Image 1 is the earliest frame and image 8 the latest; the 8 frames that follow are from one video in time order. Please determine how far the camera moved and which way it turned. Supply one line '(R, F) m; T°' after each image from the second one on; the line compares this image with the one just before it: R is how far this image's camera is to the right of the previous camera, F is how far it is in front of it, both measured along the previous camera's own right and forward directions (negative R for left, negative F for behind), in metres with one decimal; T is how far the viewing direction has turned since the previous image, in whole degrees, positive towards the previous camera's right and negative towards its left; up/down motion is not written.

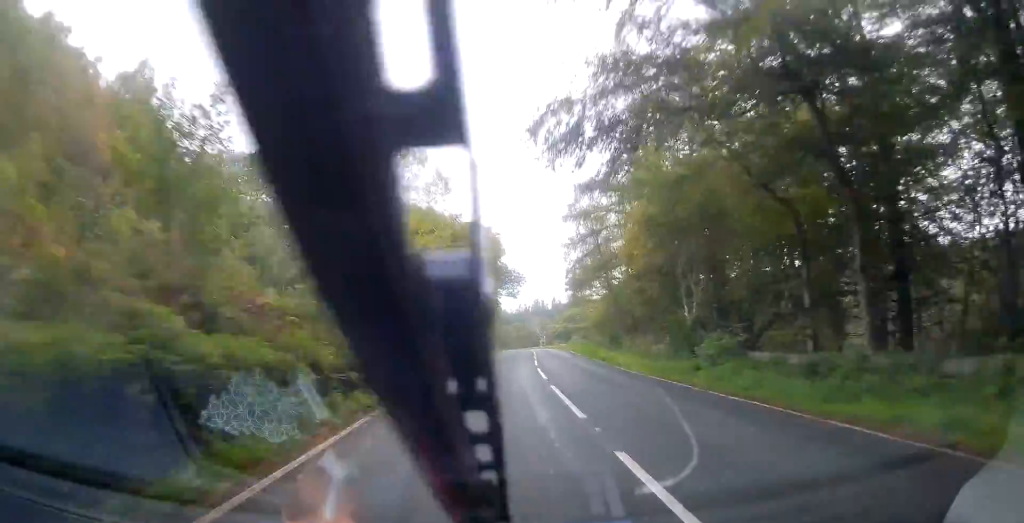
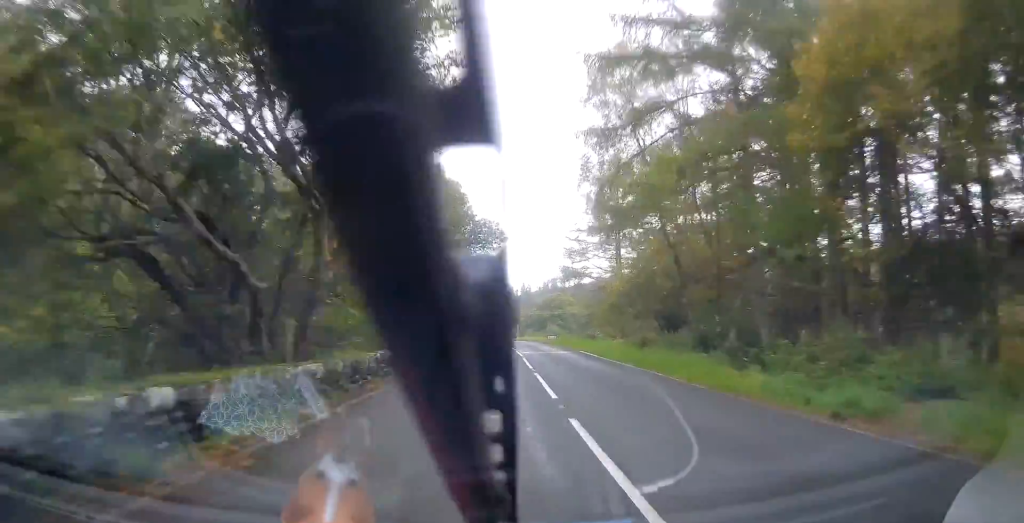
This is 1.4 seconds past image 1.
(+0.5, +25.0) m; +2°
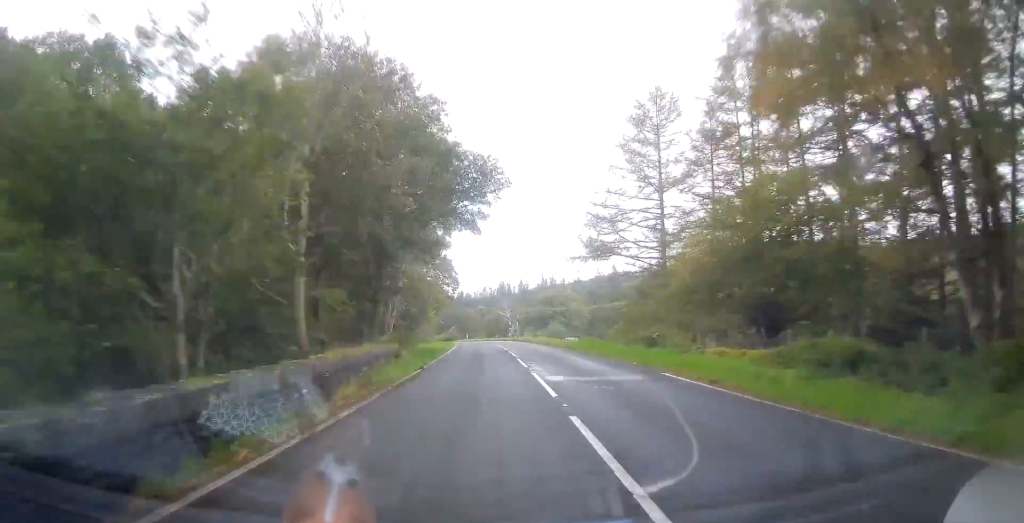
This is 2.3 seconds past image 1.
(+0.3, +18.0) m; 0°
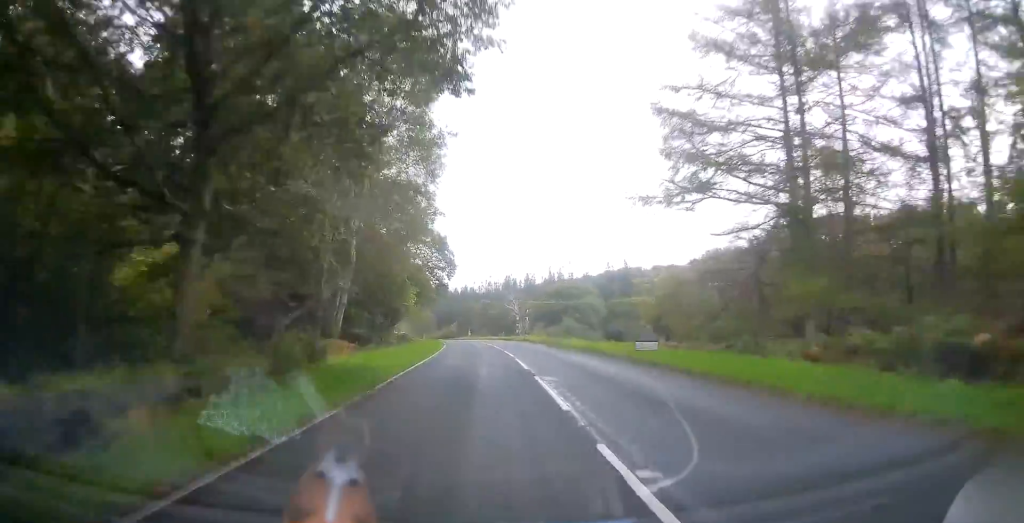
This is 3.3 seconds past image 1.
(-0.2, +20.6) m; -2°
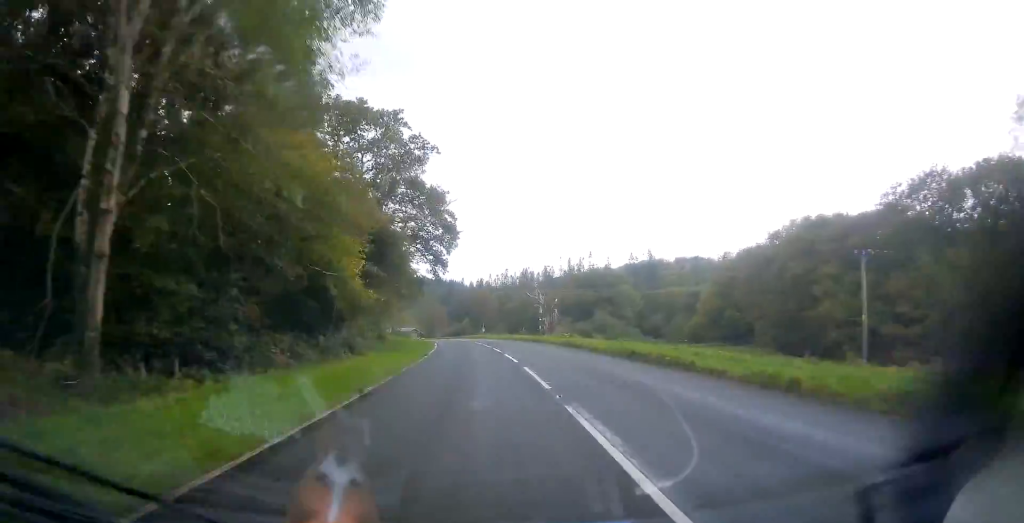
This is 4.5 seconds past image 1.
(-0.6, +23.4) m; -3°
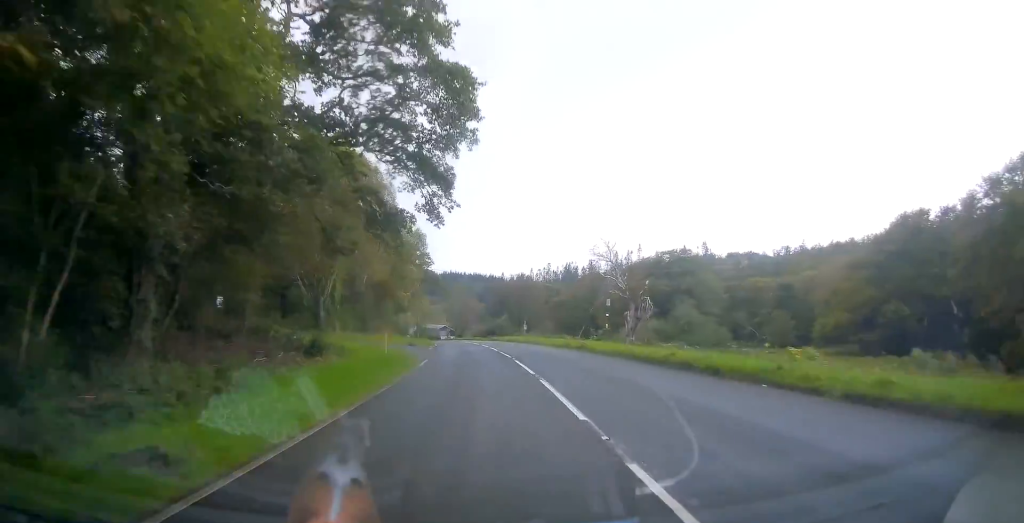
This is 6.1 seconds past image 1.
(-0.8, +31.4) m; -2°
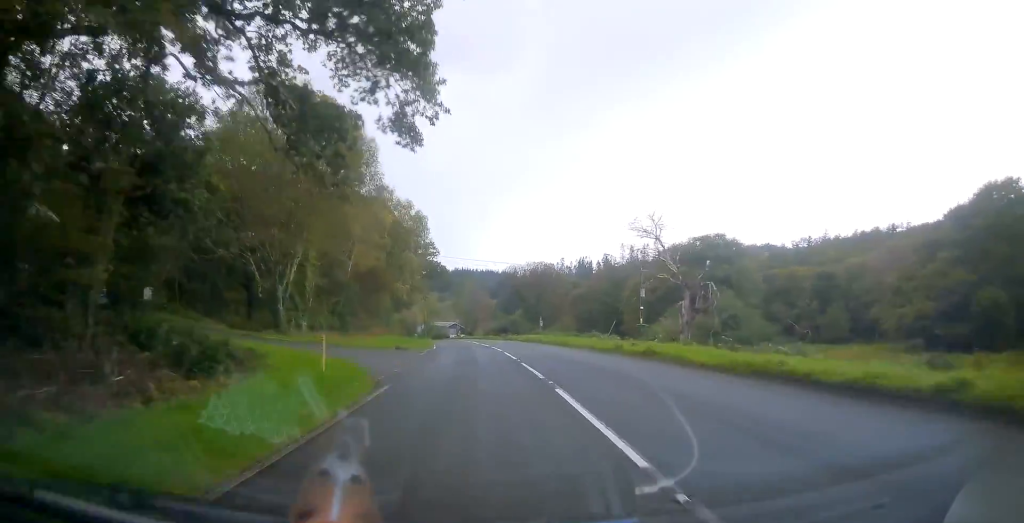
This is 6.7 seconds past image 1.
(+0.3, +11.9) m; -1°
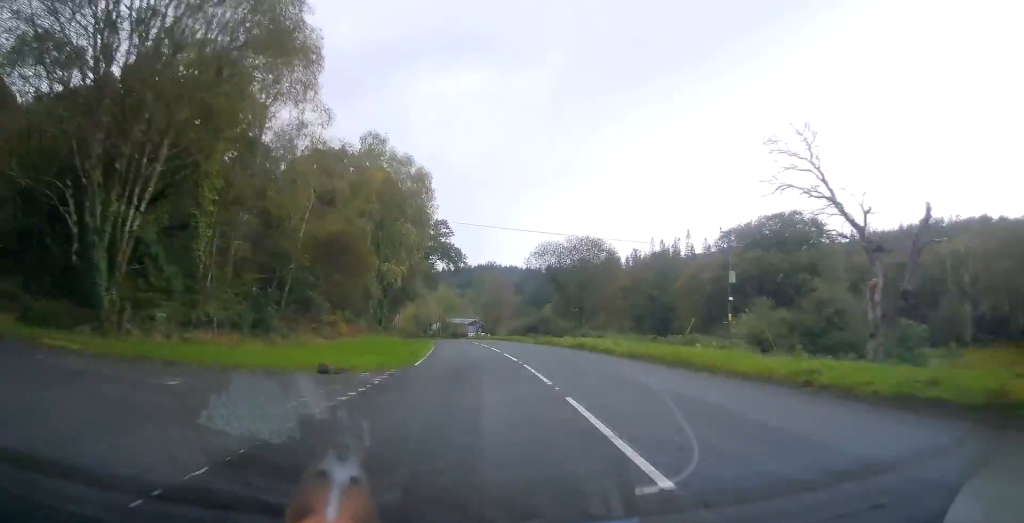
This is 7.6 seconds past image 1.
(-0.7, +18.9) m; -3°
